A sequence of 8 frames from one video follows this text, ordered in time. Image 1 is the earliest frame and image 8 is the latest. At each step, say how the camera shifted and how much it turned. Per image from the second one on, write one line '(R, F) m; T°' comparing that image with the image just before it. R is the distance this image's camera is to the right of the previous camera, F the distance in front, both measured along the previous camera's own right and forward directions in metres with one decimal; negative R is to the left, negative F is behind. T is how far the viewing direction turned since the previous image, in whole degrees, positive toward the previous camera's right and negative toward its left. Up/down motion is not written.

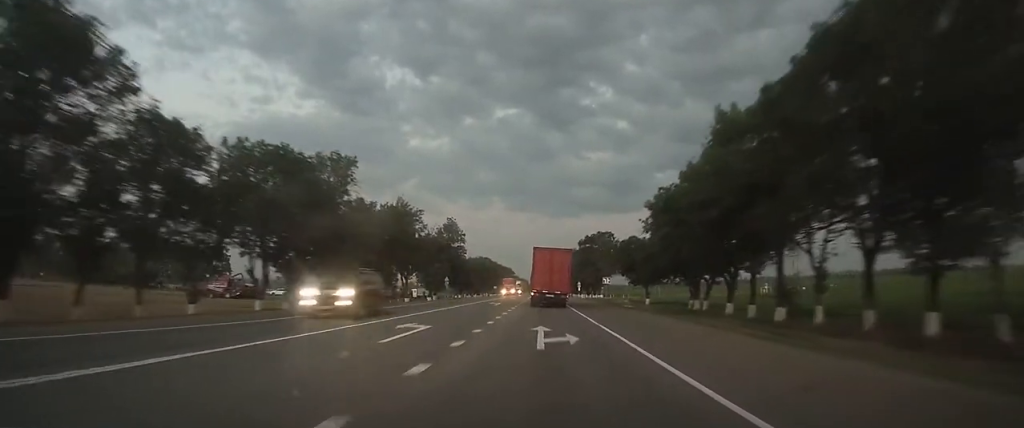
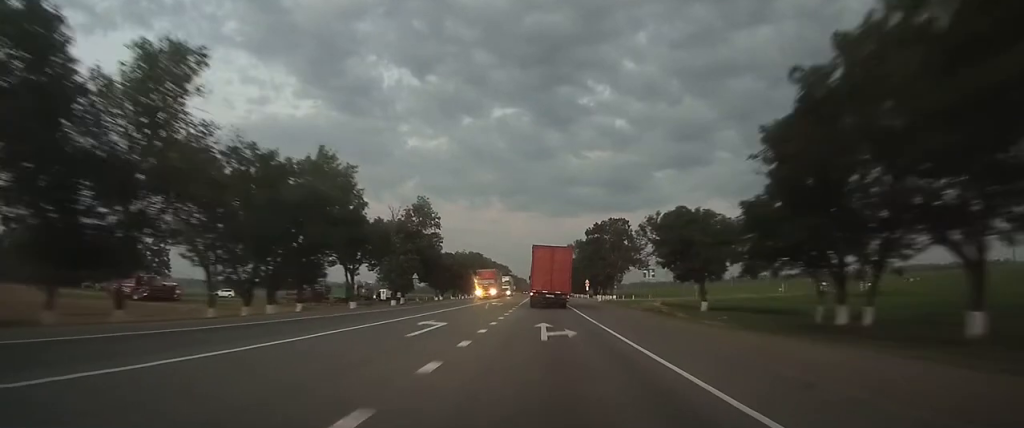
(+0.1, +27.3) m; 0°
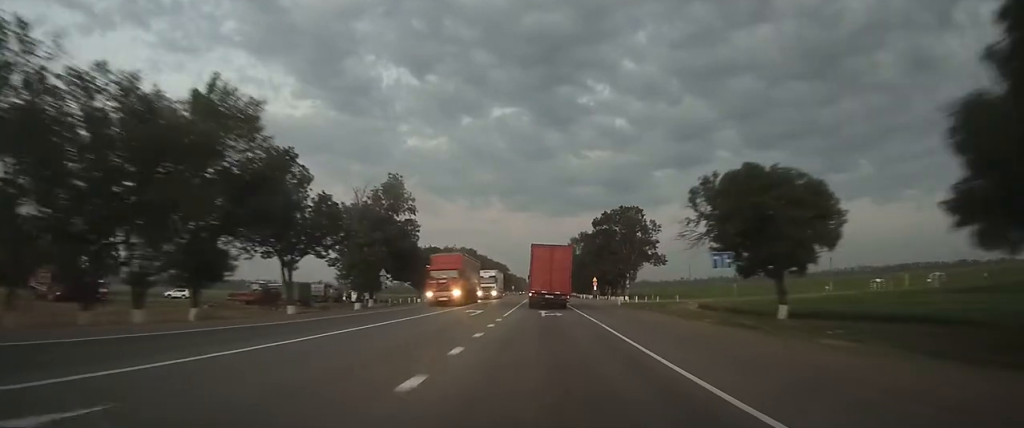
(-0.1, +17.3) m; 0°
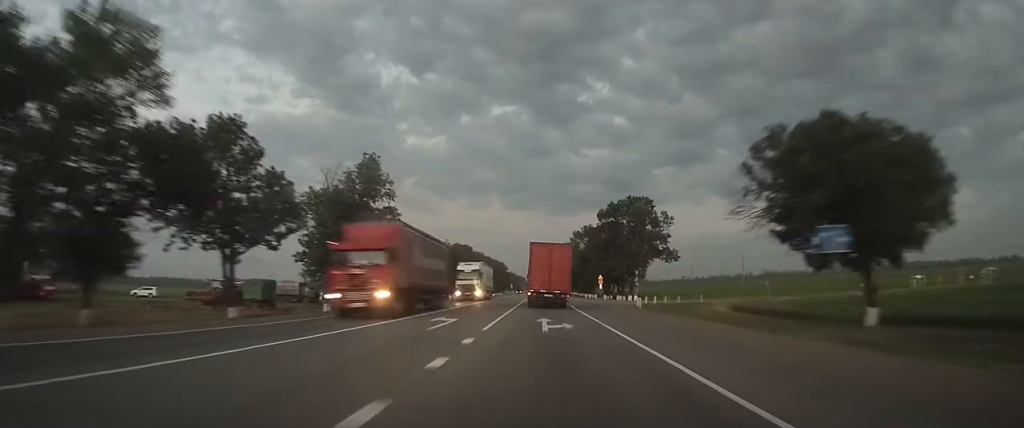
(0.0, +10.1) m; 0°
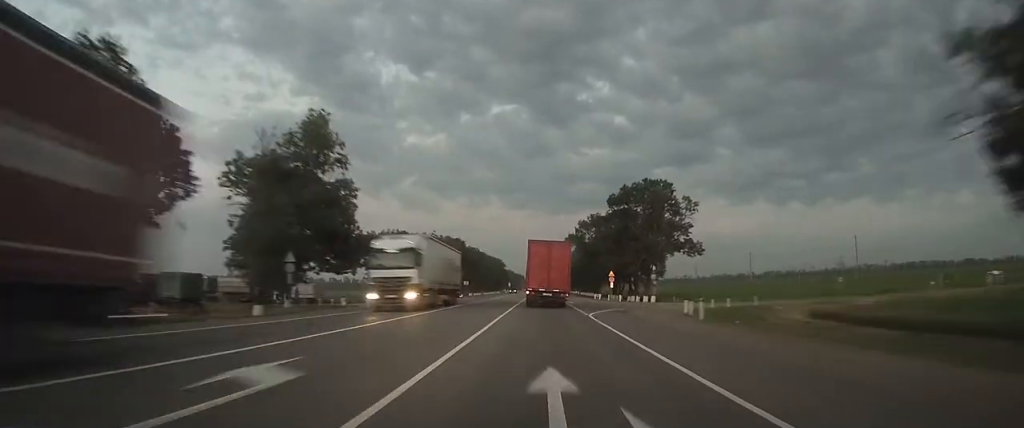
(0.0, +15.1) m; 0°
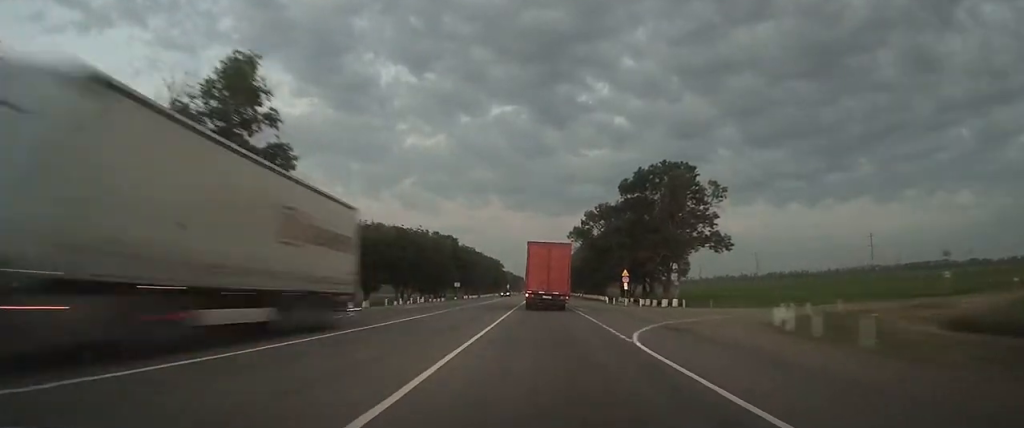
(0.0, +12.9) m; 0°
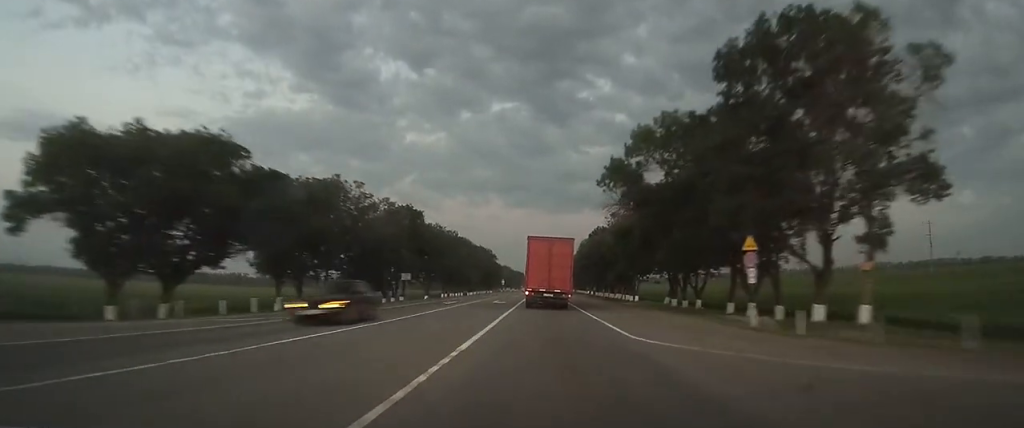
(-0.2, +40.2) m; -1°
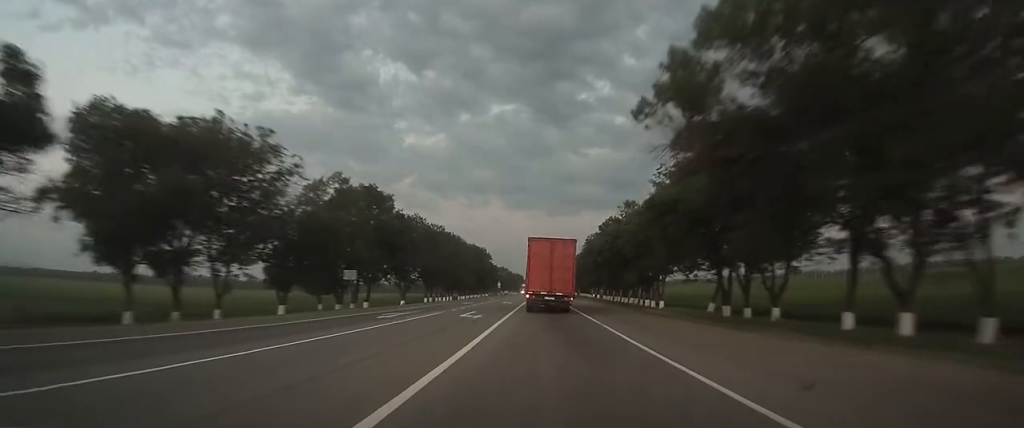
(-0.1, +18.7) m; 0°
